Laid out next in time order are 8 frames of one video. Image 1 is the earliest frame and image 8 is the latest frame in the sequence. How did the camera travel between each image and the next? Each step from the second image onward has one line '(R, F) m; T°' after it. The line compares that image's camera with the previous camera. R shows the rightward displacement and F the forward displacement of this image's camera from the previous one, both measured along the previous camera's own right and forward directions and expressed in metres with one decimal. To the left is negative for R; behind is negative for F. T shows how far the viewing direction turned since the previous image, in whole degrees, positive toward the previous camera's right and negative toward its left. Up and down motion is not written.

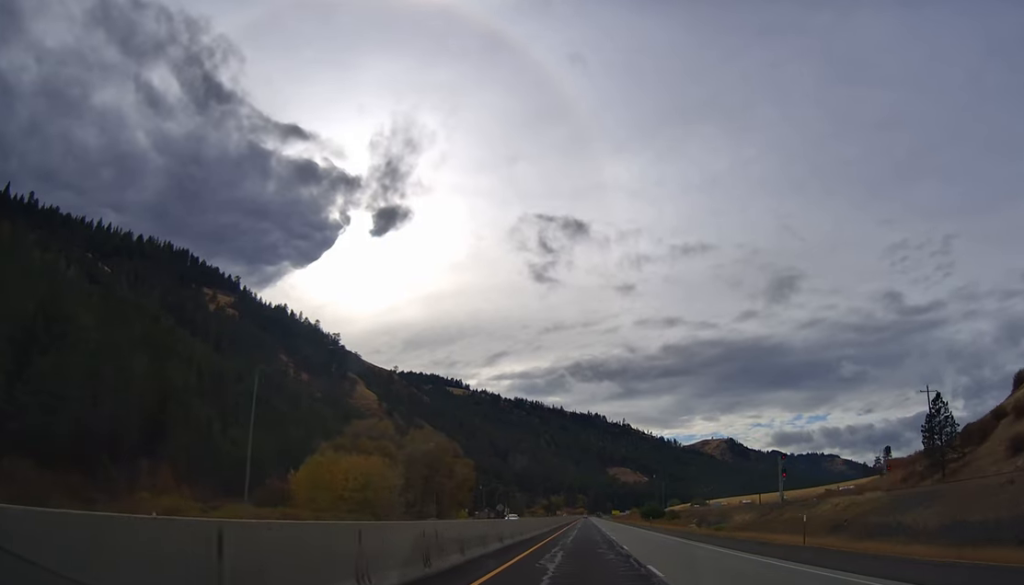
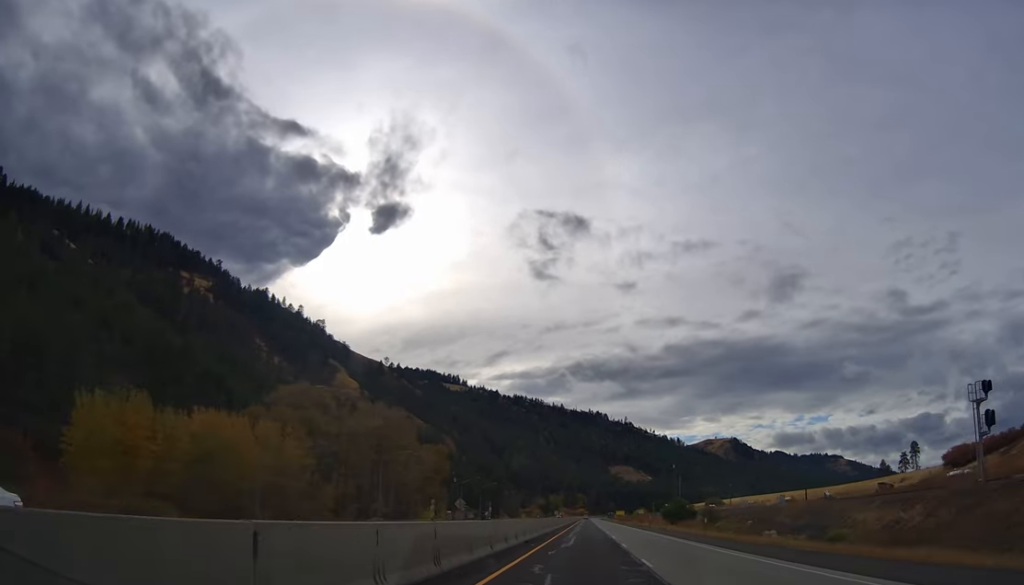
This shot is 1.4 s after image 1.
(-0.3, +45.9) m; -1°
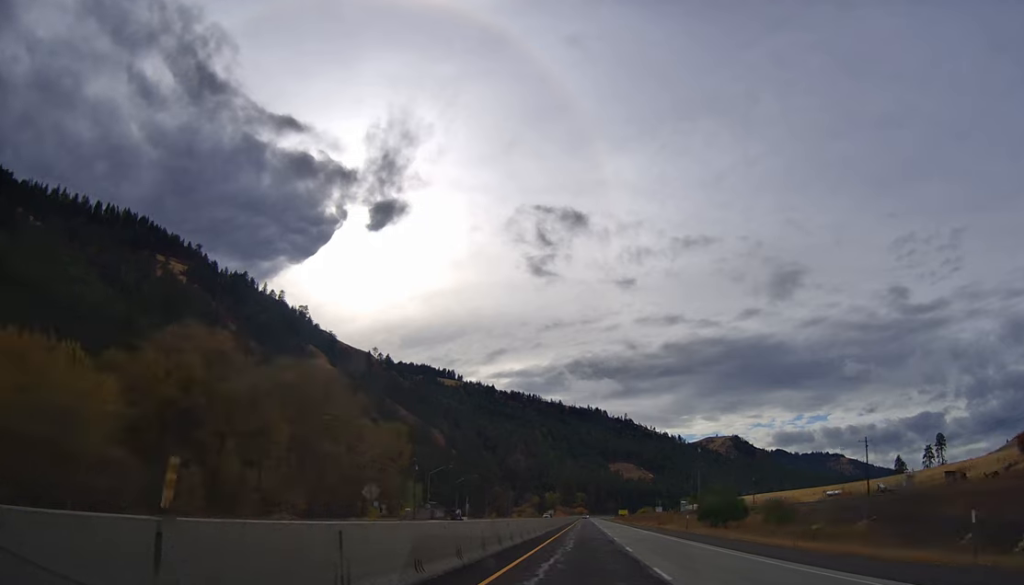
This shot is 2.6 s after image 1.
(-0.2, +40.4) m; +1°
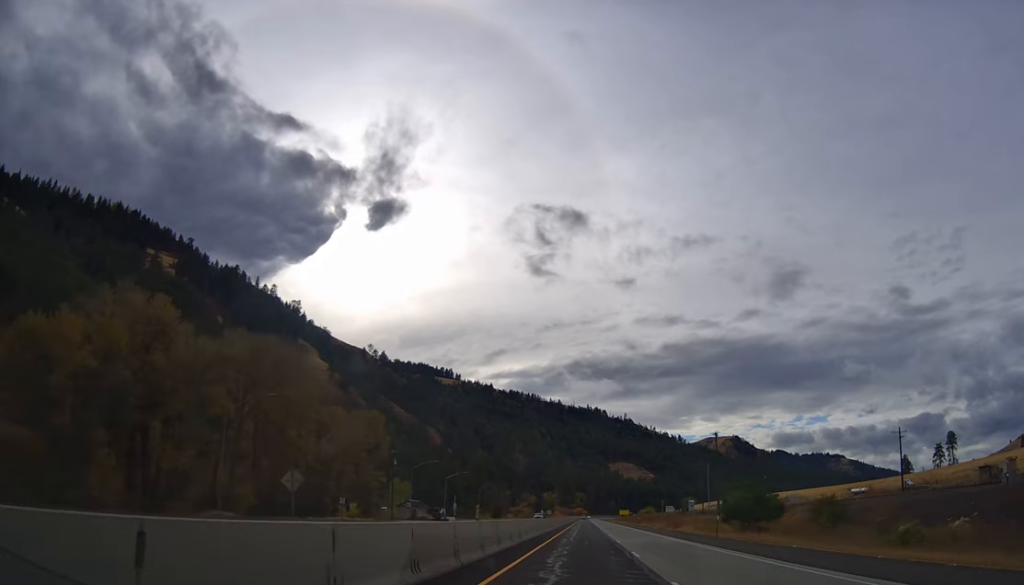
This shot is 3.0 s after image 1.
(+0.1, +15.7) m; 0°
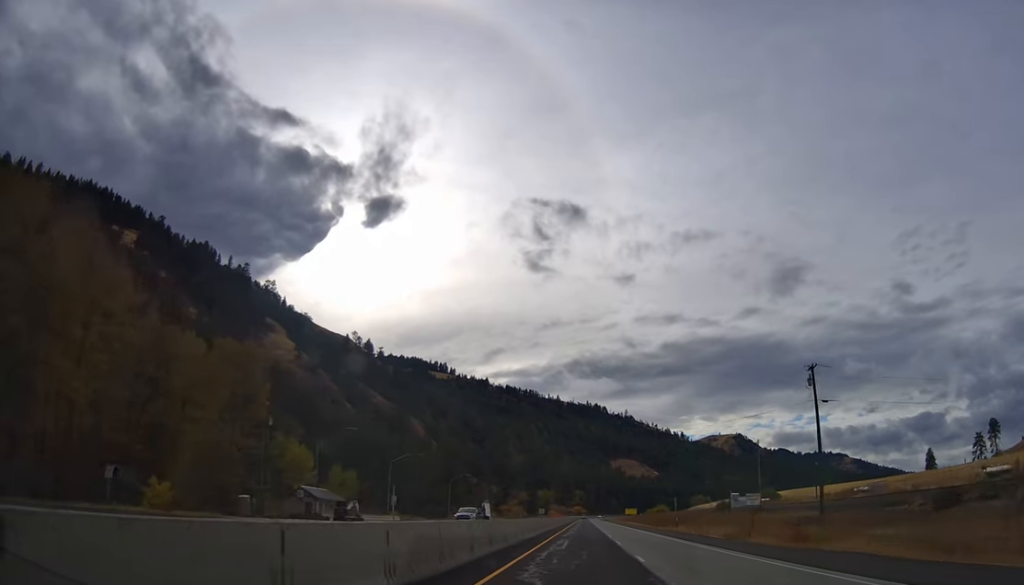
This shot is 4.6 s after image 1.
(+0.3, +51.6) m; 0°
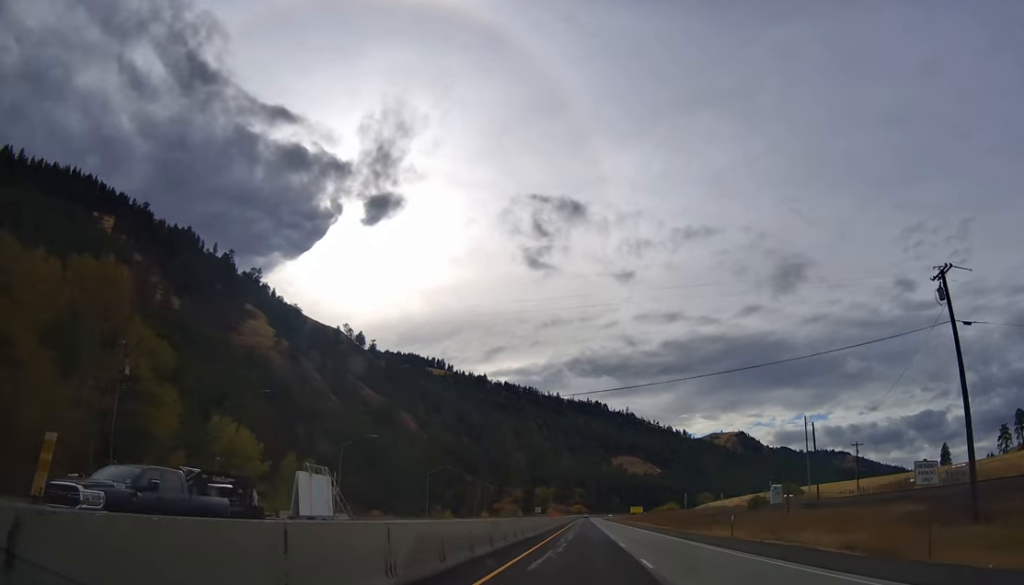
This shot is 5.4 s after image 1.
(+0.1, +26.6) m; 0°
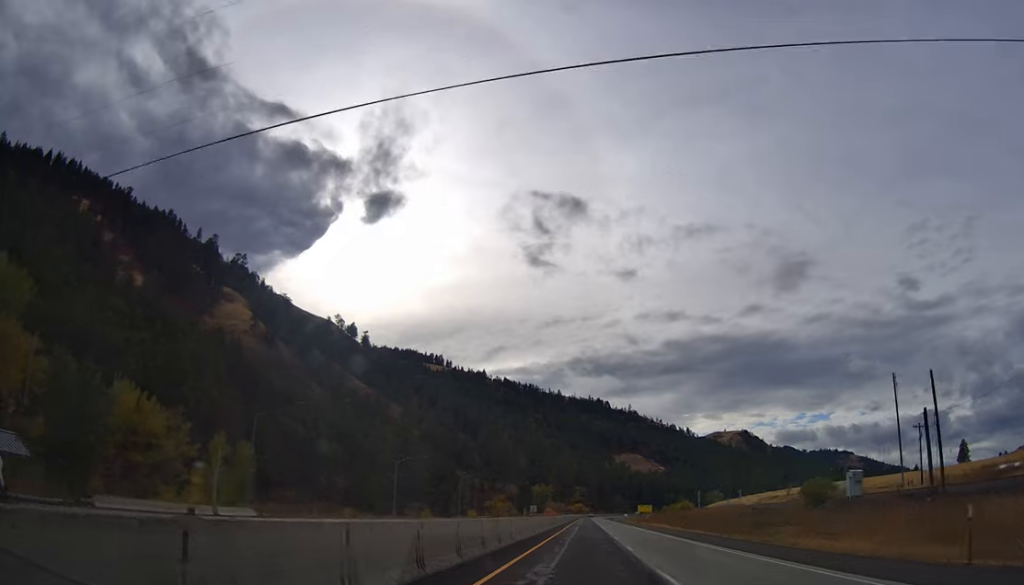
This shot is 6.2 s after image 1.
(+0.1, +28.7) m; 0°
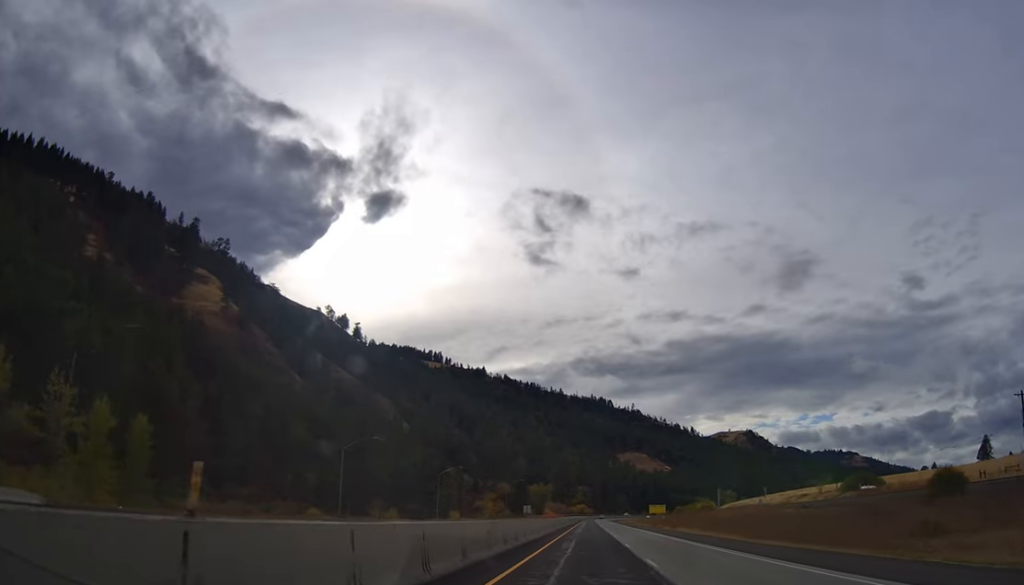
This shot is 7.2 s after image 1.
(0.0, +31.0) m; 0°
